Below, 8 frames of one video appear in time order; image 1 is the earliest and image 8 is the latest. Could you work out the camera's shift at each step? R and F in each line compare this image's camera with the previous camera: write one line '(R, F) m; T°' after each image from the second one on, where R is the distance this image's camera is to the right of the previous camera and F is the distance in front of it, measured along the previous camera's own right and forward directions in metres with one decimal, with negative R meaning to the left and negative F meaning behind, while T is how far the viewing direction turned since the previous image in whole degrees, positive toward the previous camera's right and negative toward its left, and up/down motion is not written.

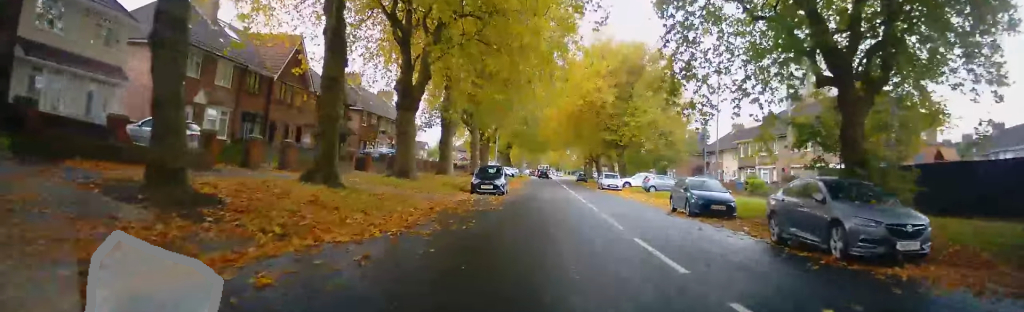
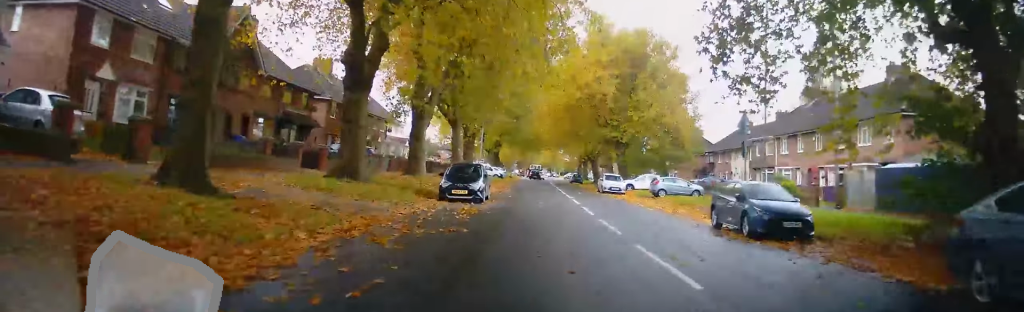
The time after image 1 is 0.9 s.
(+0.1, +5.9) m; -1°
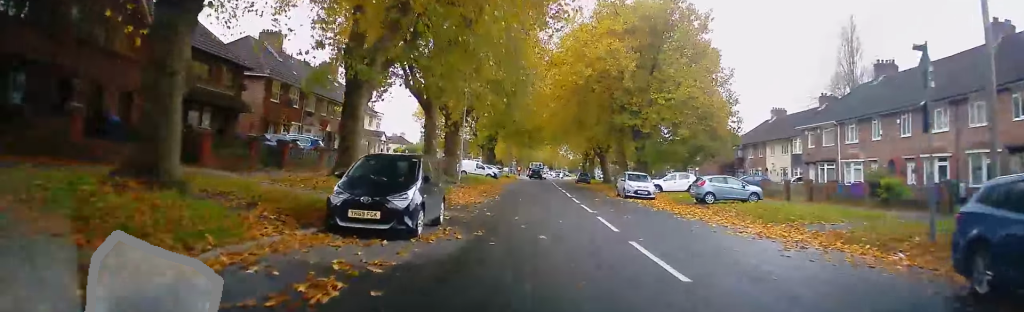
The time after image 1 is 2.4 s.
(+0.2, +10.8) m; +2°
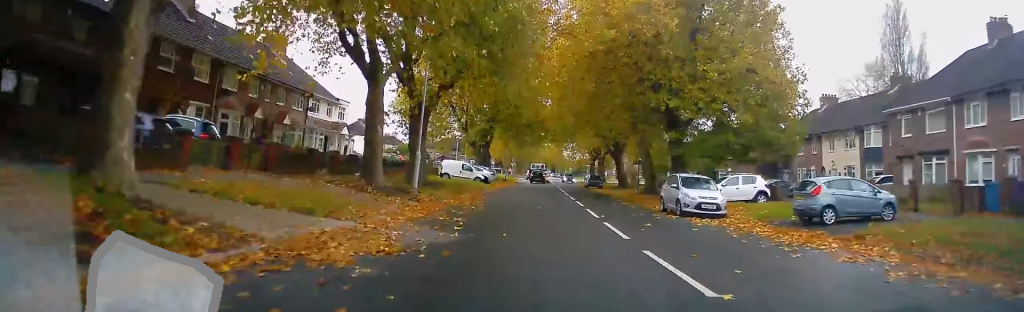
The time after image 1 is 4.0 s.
(-0.4, +12.5) m; -3°
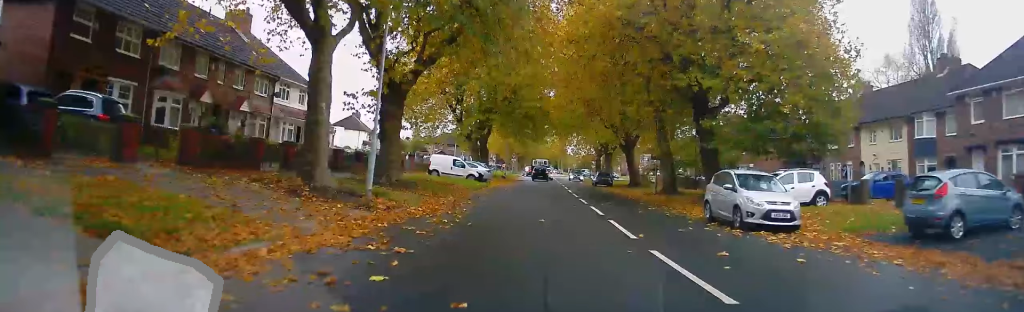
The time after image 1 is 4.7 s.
(0.0, +6.2) m; 0°
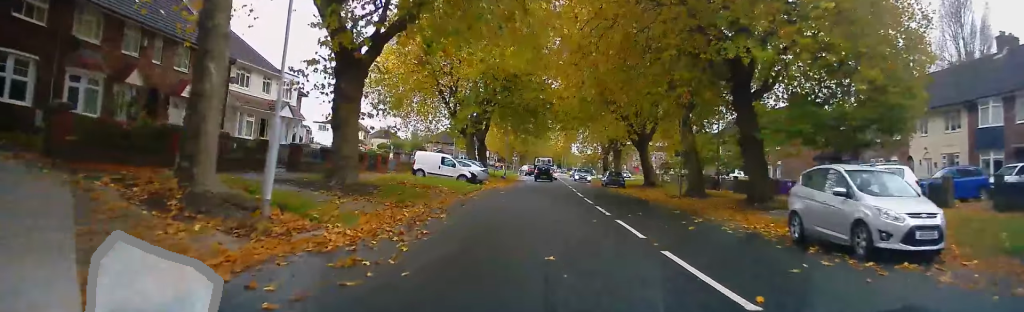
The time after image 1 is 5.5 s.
(0.0, +6.4) m; -2°
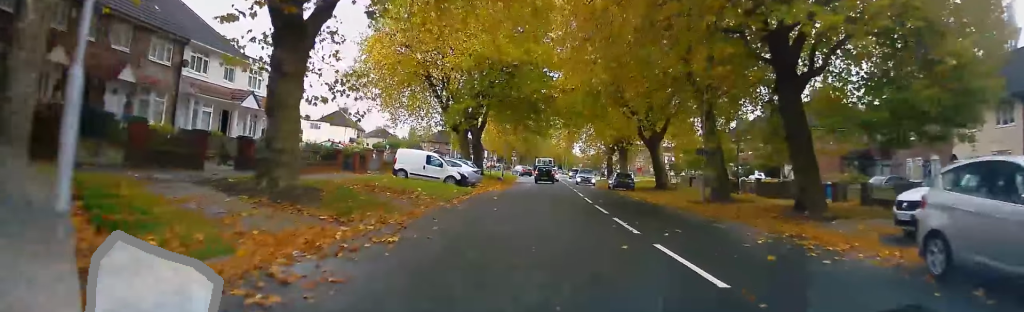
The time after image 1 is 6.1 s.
(-0.1, +4.9) m; 0°
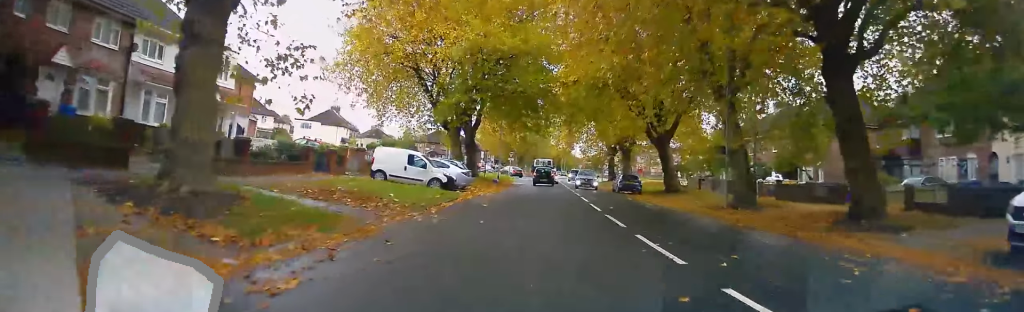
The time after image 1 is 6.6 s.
(-0.2, +4.0) m; +1°
